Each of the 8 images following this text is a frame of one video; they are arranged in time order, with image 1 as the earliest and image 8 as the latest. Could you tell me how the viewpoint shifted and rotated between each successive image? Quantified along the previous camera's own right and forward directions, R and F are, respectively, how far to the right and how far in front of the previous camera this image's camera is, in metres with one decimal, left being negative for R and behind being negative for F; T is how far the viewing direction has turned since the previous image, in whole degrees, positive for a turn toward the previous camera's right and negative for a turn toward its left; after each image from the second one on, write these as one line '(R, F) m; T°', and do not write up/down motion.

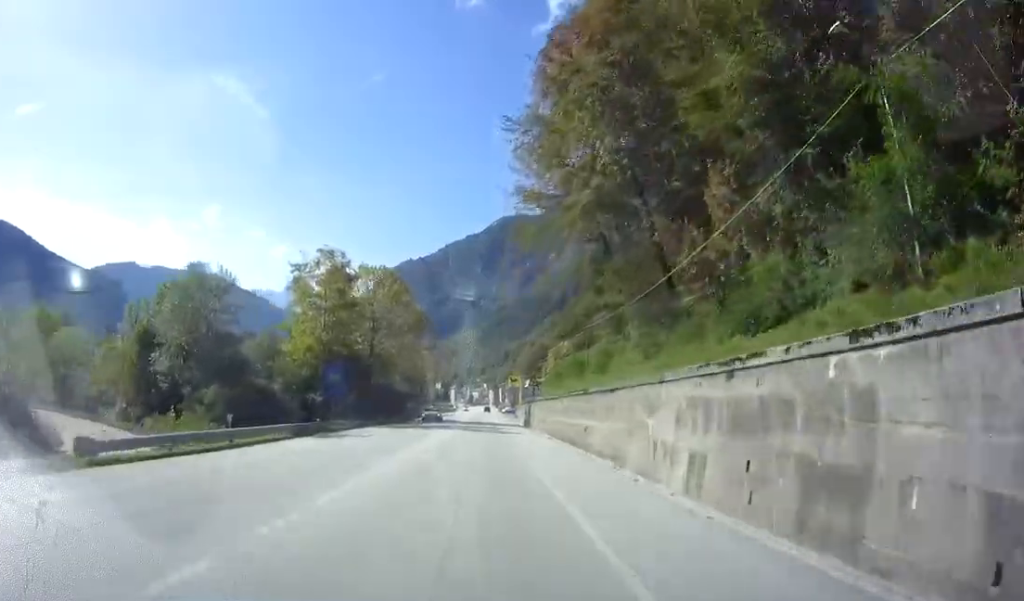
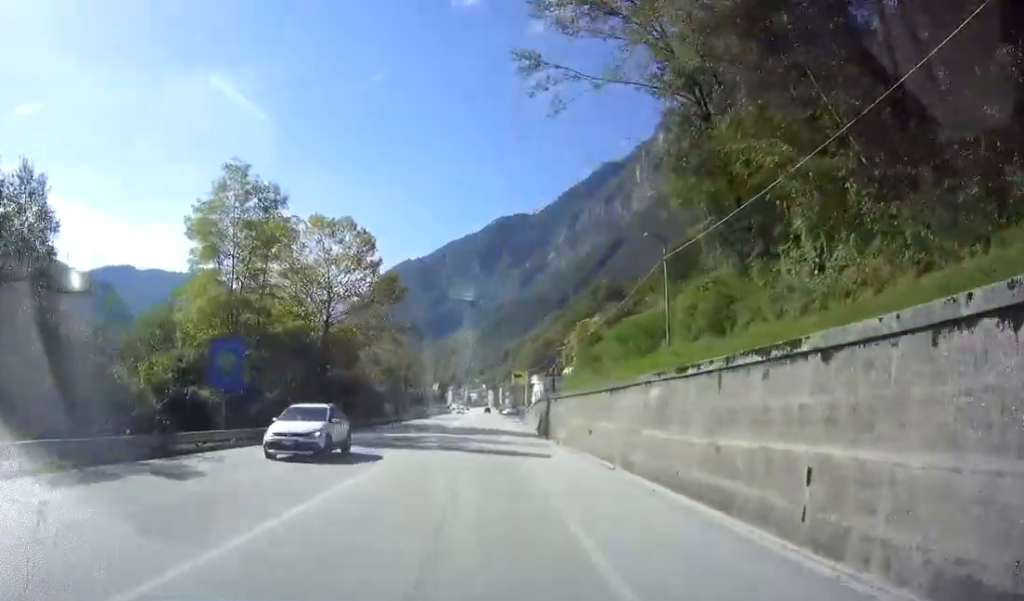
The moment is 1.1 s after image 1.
(-0.4, +17.3) m; -2°
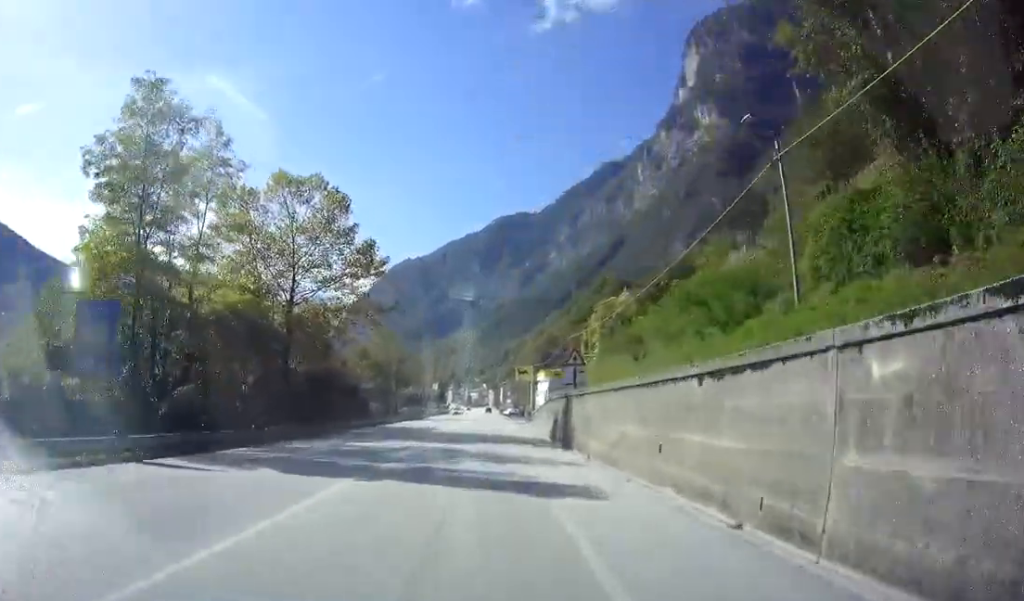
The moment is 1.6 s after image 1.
(0.0, +8.7) m; 0°
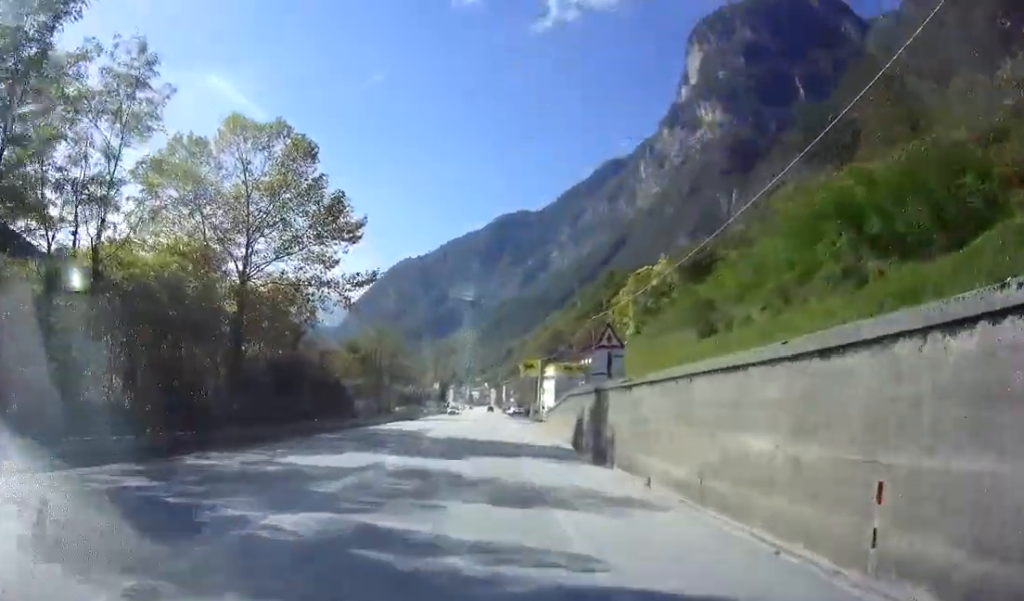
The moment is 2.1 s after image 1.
(0.0, +7.6) m; 0°
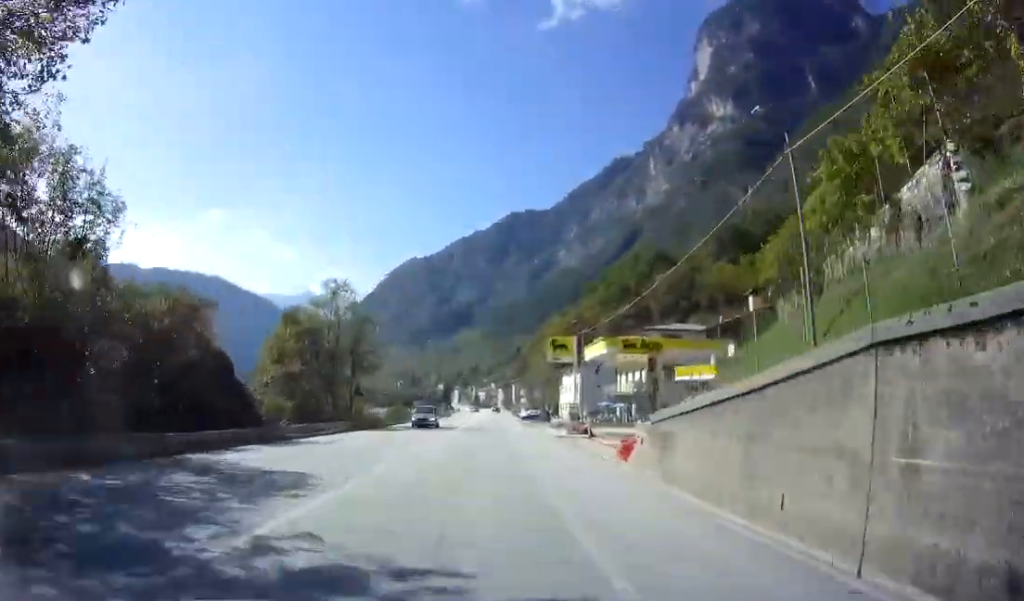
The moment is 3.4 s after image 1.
(0.0, +22.3) m; 0°
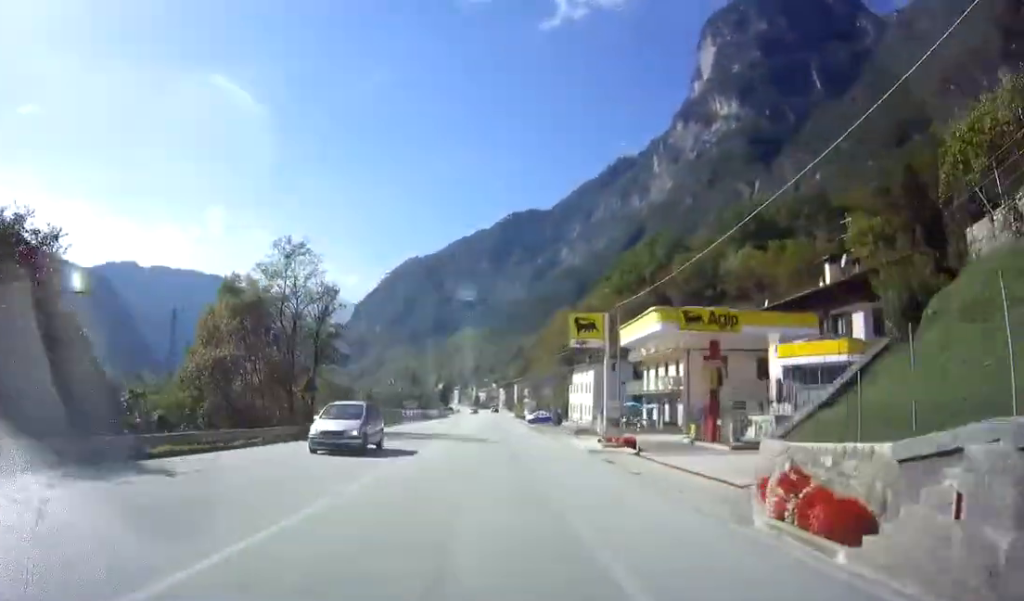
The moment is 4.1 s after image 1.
(+0.1, +10.9) m; -1°
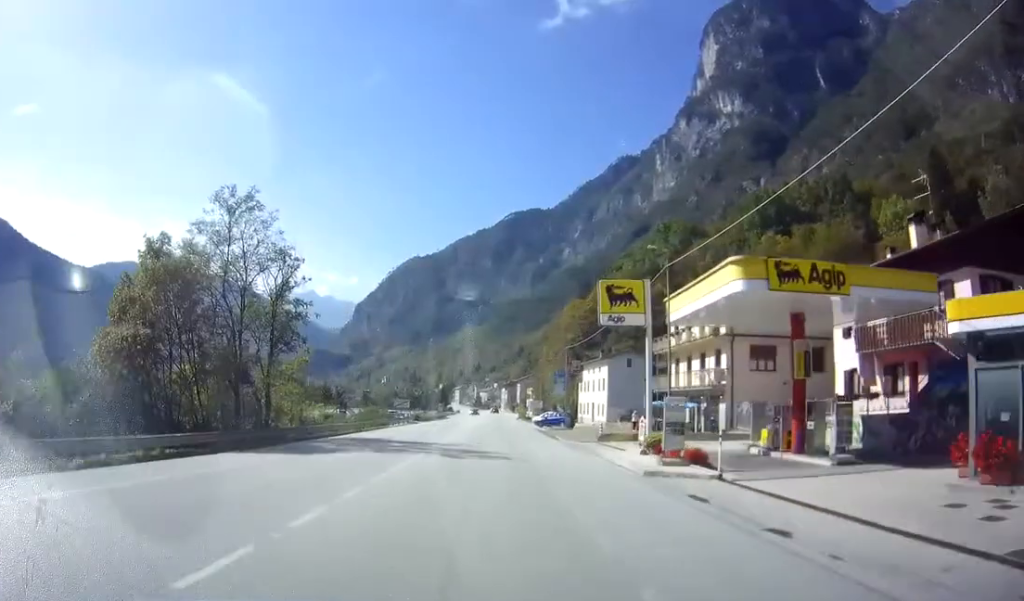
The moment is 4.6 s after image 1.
(-0.2, +8.8) m; 0°
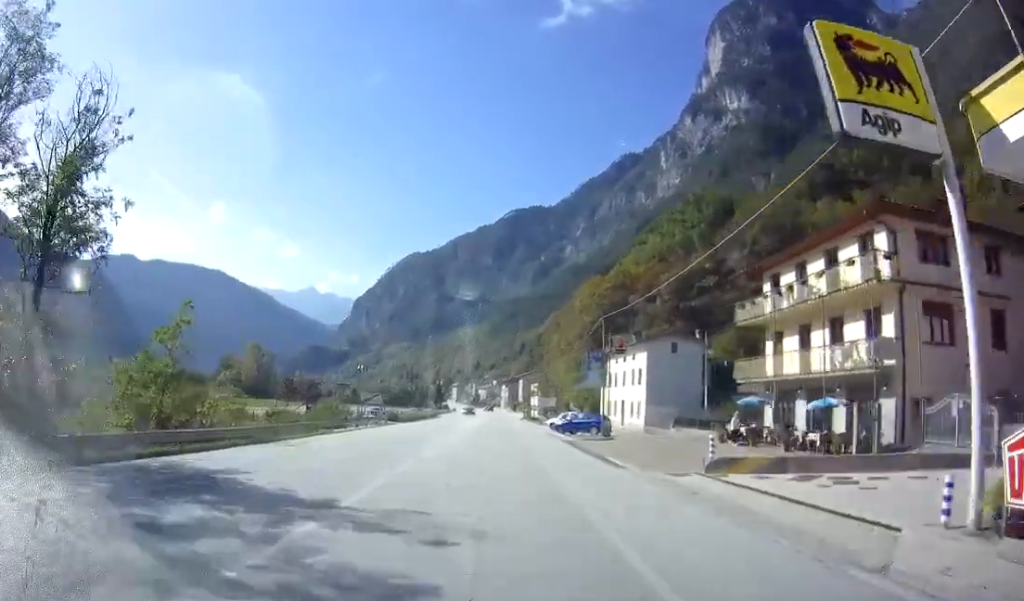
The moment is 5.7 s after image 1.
(+0.1, +17.1) m; +1°
